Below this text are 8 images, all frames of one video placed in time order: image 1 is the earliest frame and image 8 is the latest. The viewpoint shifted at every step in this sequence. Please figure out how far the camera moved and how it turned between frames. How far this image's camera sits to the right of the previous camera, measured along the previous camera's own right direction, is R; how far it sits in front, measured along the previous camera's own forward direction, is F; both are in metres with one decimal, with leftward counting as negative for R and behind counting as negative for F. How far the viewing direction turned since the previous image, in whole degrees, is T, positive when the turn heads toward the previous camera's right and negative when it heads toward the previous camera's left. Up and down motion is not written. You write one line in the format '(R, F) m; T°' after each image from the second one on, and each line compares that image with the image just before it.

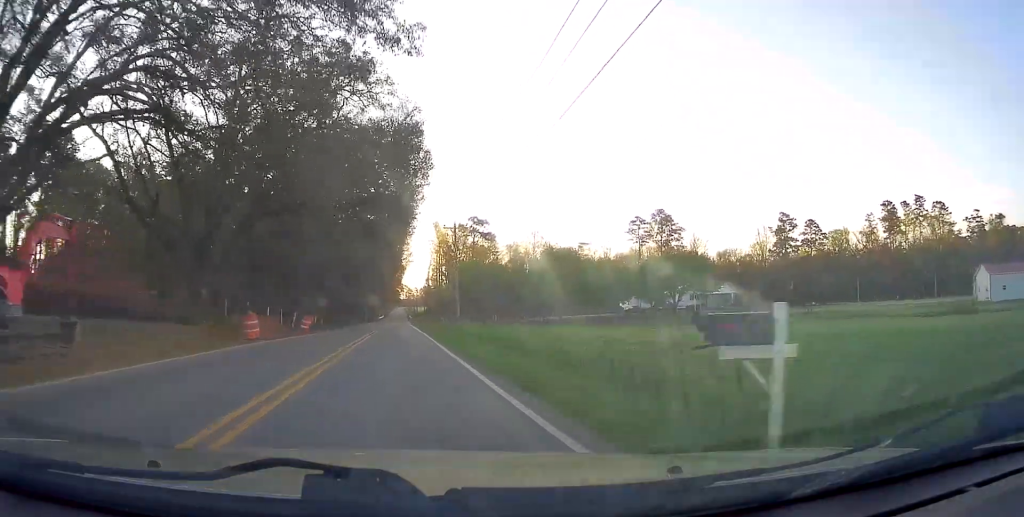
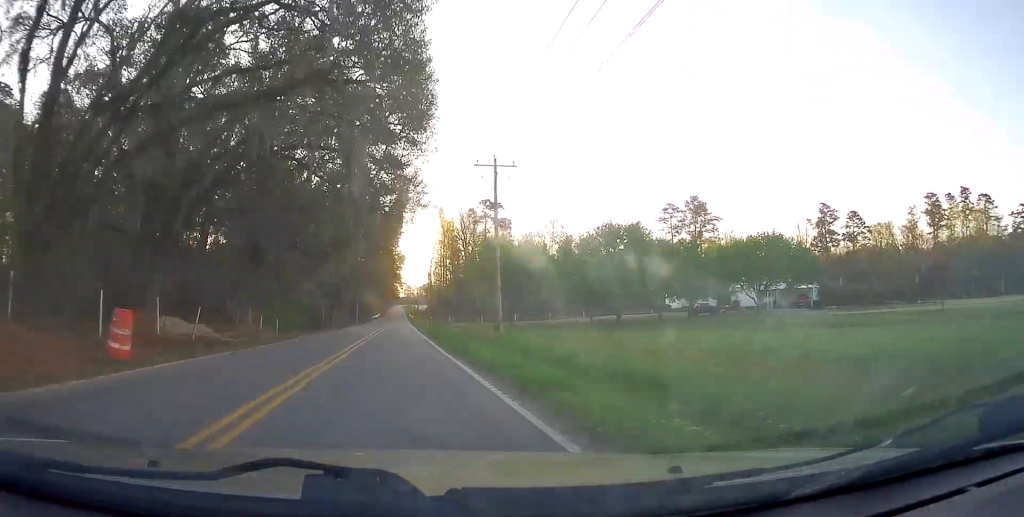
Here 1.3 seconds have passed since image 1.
(-0.5, +23.7) m; -3°
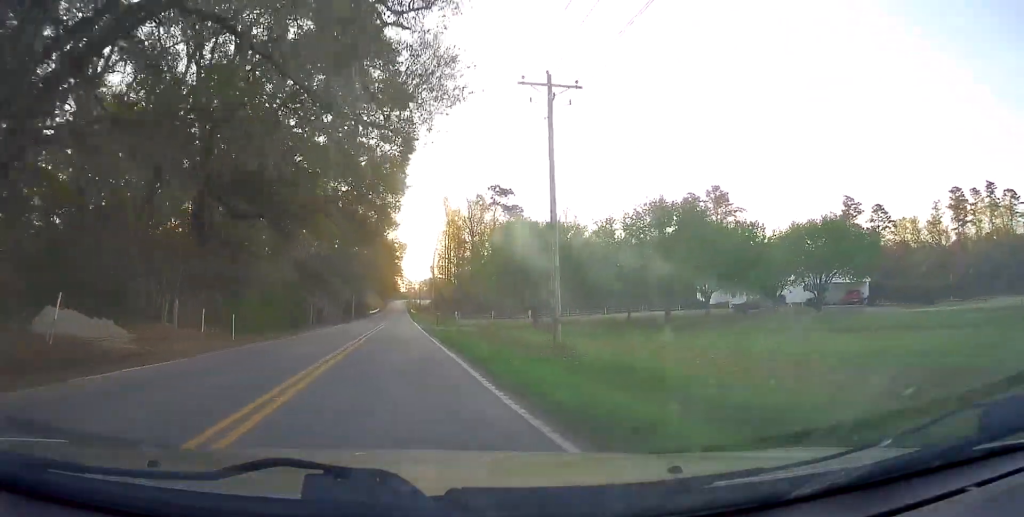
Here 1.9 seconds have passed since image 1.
(-0.2, +11.4) m; 0°
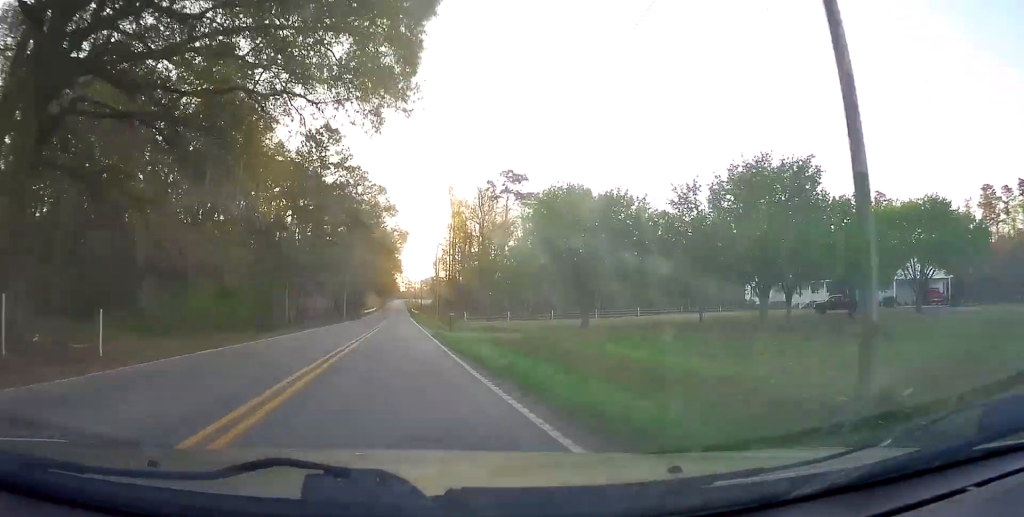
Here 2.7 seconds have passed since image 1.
(+0.3, +14.2) m; +2°
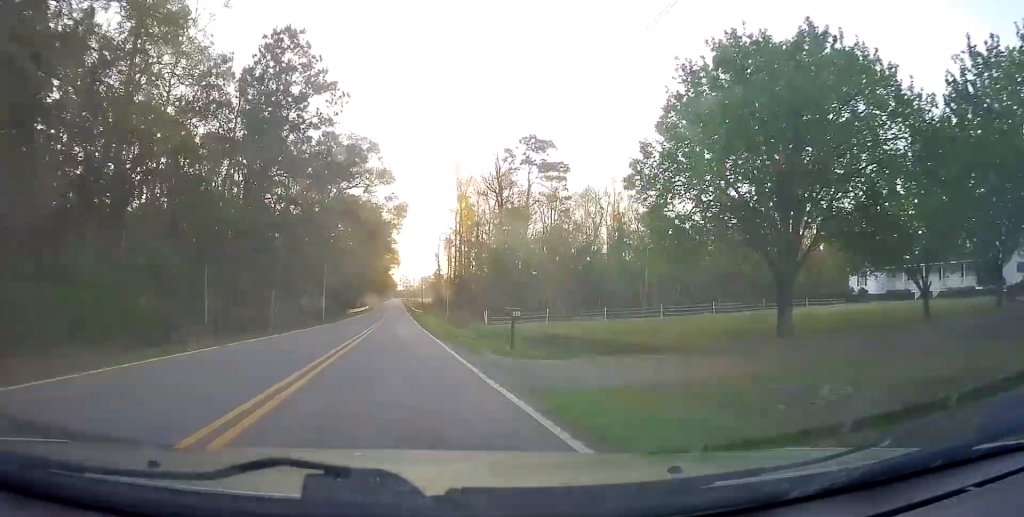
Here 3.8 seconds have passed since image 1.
(+0.3, +21.7) m; 0°
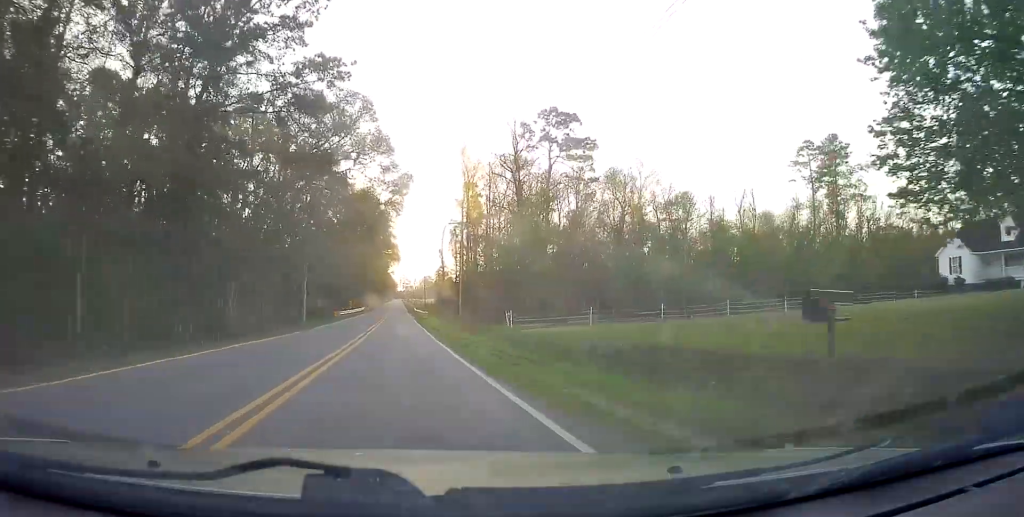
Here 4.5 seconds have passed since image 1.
(-0.2, +12.9) m; -1°
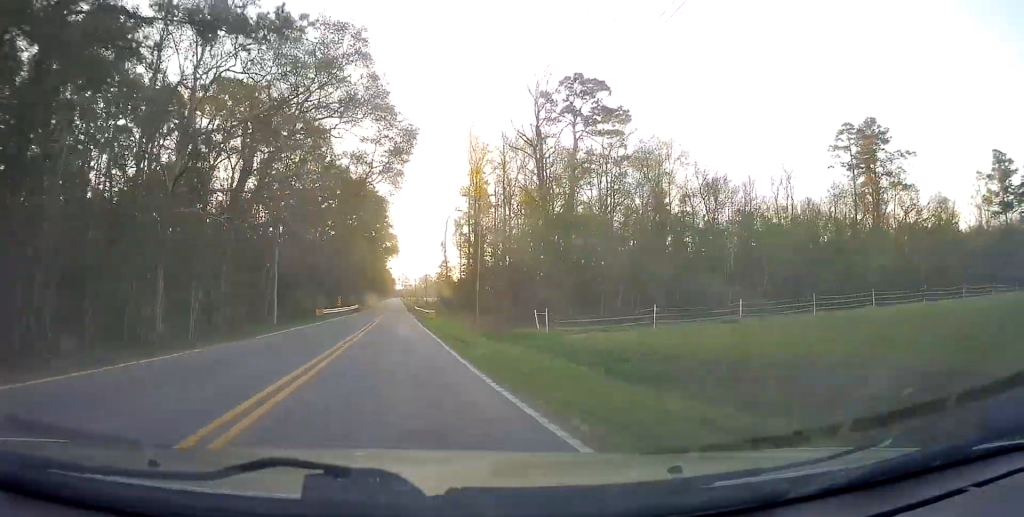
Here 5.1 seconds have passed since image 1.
(-0.1, +11.5) m; 0°
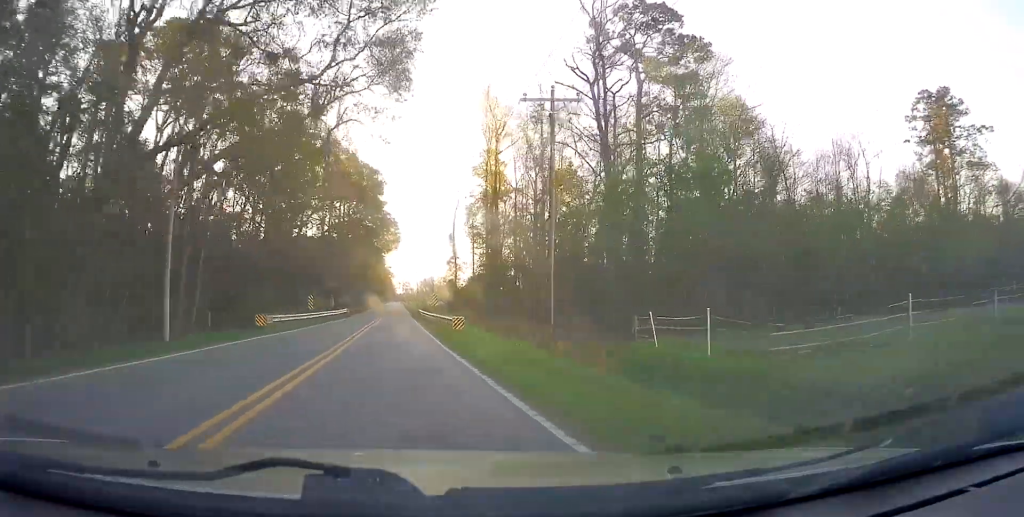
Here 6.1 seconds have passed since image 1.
(-0.1, +18.9) m; 0°
